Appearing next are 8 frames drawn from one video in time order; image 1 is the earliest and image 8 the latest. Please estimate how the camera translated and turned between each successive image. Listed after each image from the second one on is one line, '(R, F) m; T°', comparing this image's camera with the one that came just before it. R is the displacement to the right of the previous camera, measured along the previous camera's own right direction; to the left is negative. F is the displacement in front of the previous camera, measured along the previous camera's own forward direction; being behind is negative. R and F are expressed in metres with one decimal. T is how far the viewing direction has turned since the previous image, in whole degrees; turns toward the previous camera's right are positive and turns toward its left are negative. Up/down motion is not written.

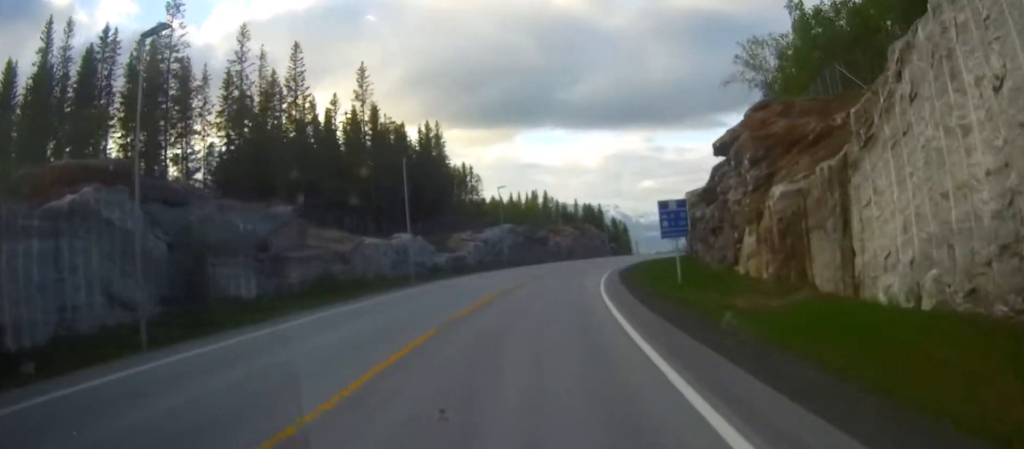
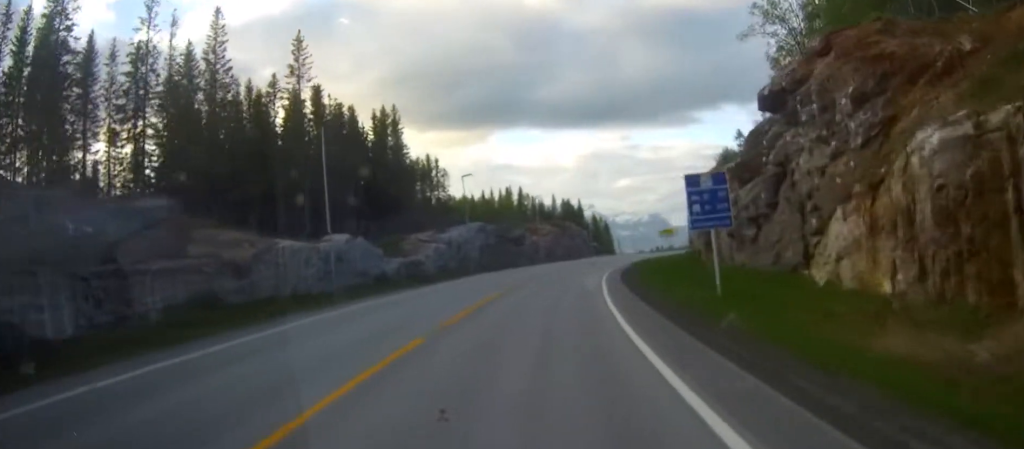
(+0.1, +12.9) m; +2°
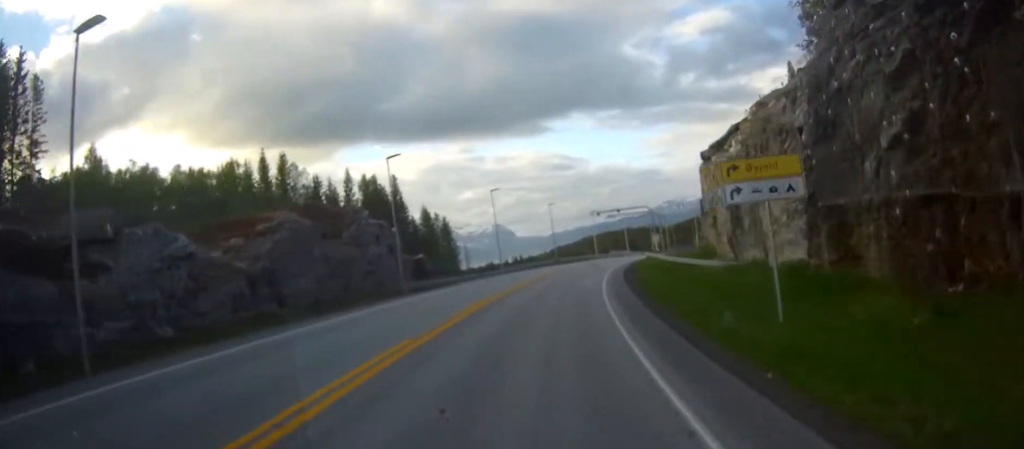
(+7.3, +71.6) m; +12°
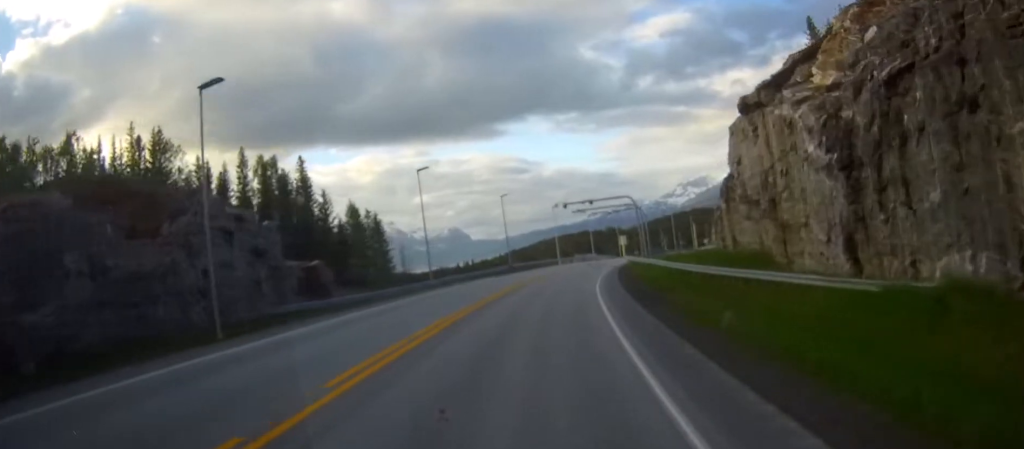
(+0.6, +20.3) m; +3°
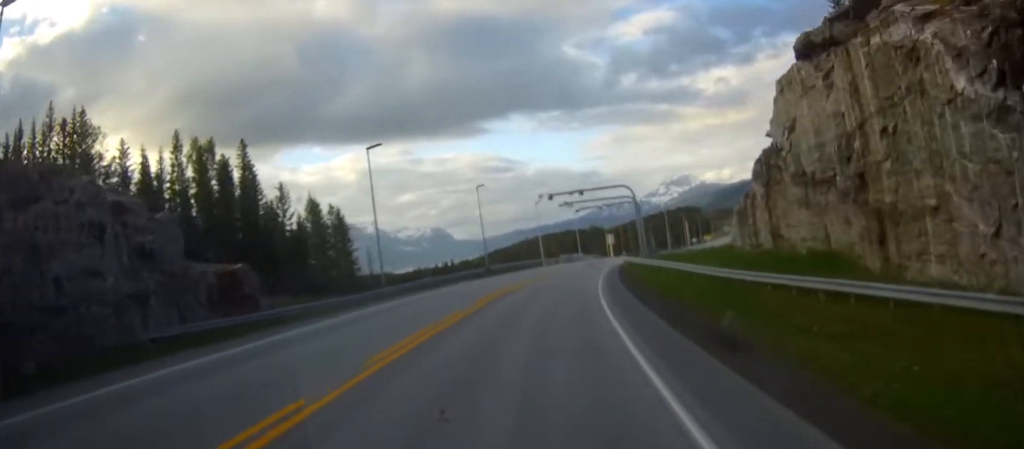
(+0.1, +10.1) m; +2°
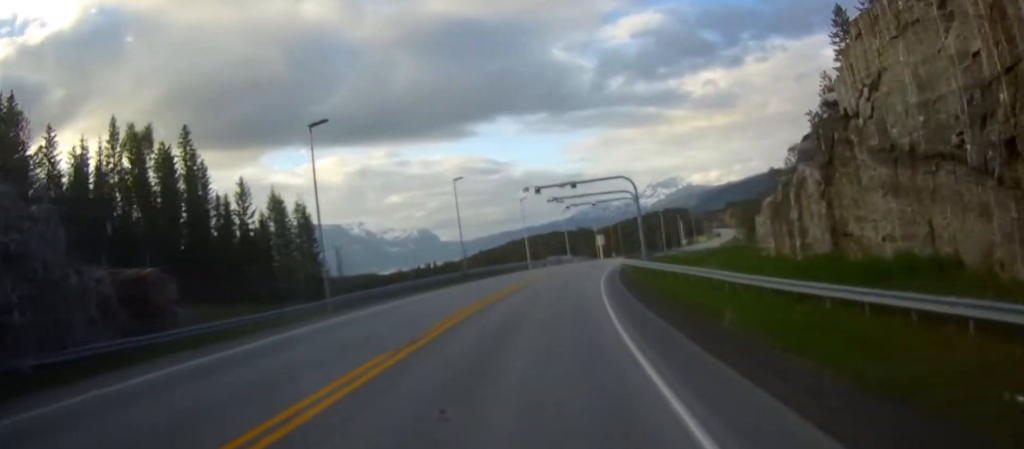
(0.0, +8.1) m; +3°
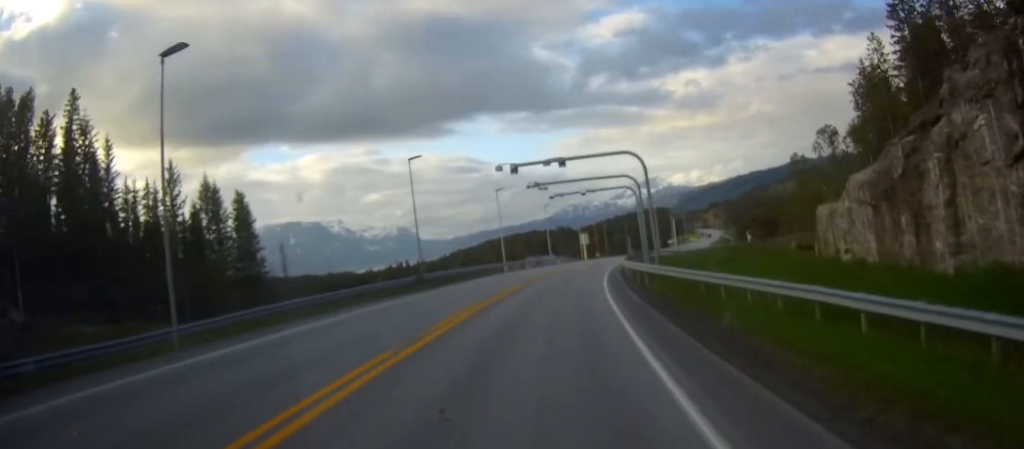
(0.0, +12.1) m; +4°
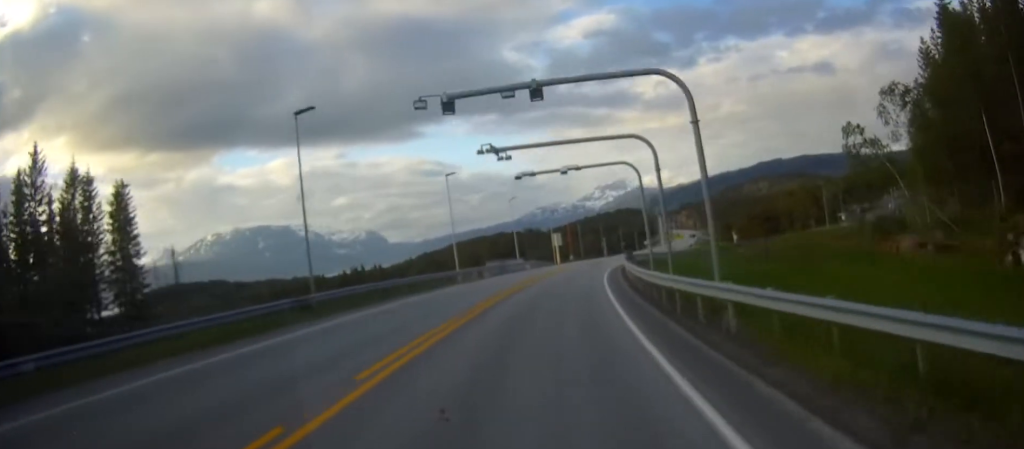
(+1.6, +16.9) m; +5°
